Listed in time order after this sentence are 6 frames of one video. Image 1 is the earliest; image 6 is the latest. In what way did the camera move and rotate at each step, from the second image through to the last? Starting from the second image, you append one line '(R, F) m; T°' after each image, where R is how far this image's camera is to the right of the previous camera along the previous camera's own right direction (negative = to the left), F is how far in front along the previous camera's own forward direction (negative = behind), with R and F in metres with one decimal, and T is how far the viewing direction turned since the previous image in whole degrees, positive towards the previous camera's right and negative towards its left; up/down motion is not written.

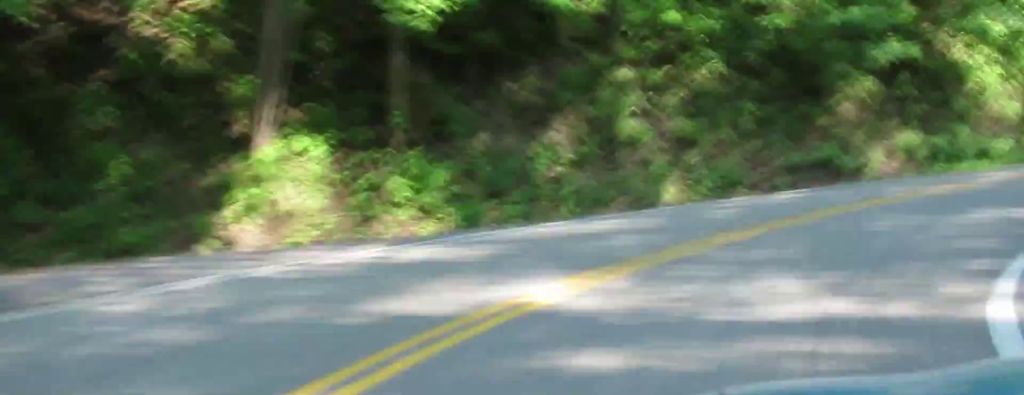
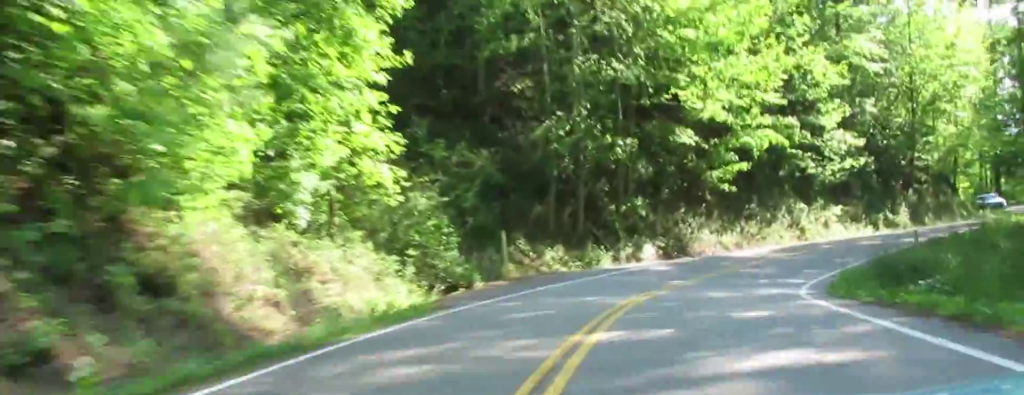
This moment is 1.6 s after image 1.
(+11.8, +29.9) m; +26°
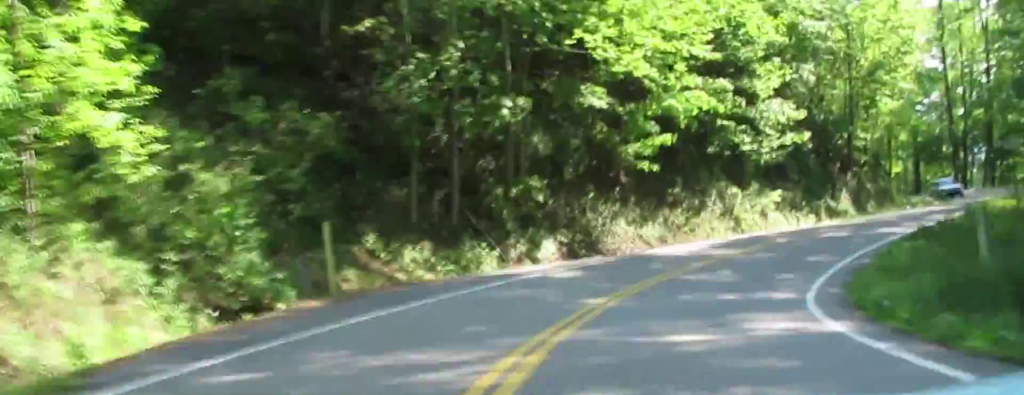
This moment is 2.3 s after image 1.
(+0.6, +10.6) m; +9°
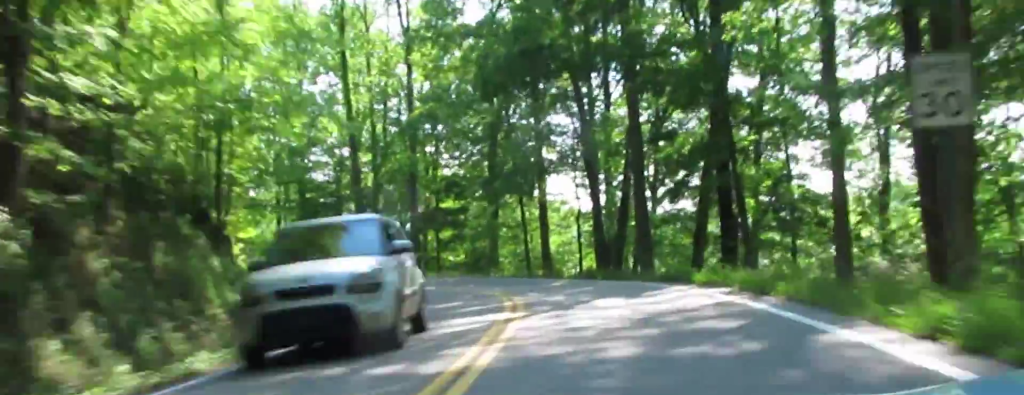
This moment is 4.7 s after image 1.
(+8.3, +41.8) m; +2°
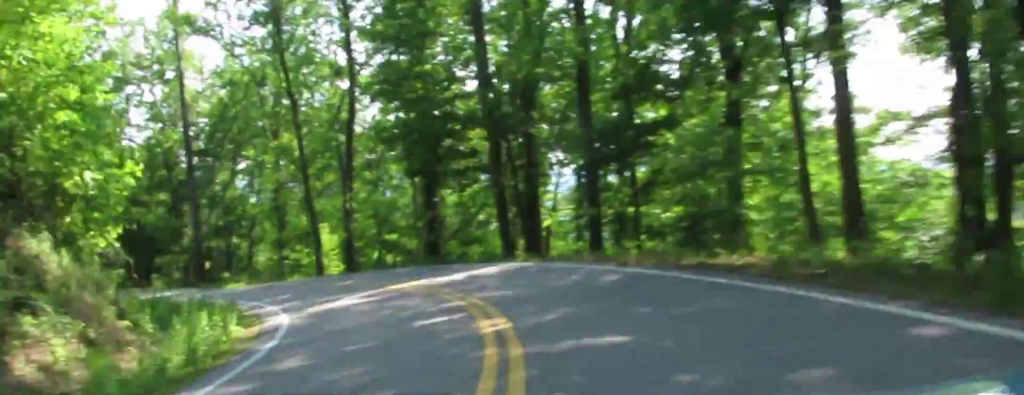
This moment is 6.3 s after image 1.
(-6.5, +28.5) m; -22°
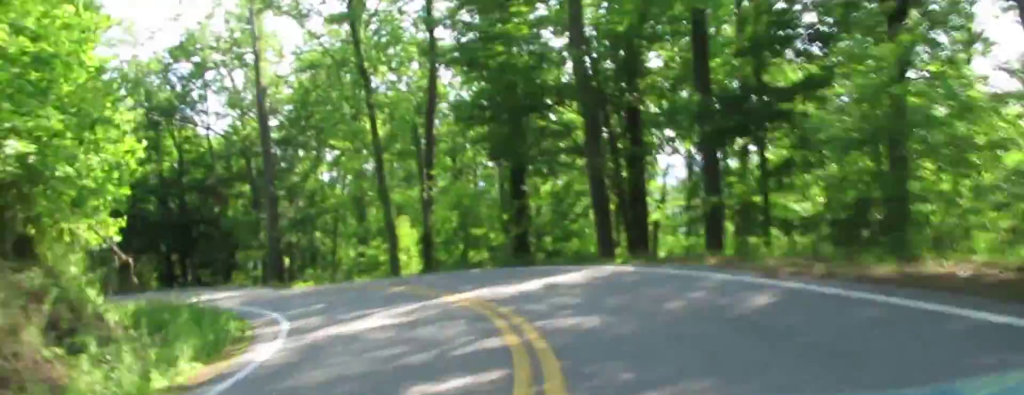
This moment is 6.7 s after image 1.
(0.0, +7.4) m; -5°
